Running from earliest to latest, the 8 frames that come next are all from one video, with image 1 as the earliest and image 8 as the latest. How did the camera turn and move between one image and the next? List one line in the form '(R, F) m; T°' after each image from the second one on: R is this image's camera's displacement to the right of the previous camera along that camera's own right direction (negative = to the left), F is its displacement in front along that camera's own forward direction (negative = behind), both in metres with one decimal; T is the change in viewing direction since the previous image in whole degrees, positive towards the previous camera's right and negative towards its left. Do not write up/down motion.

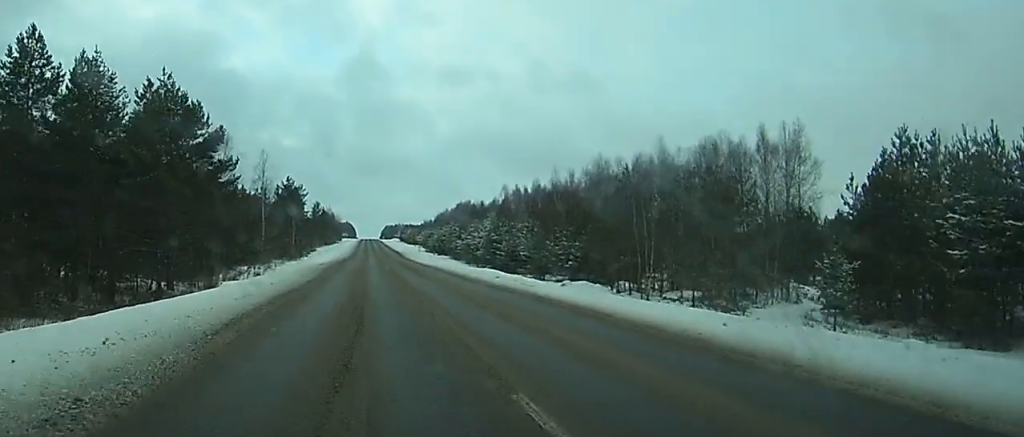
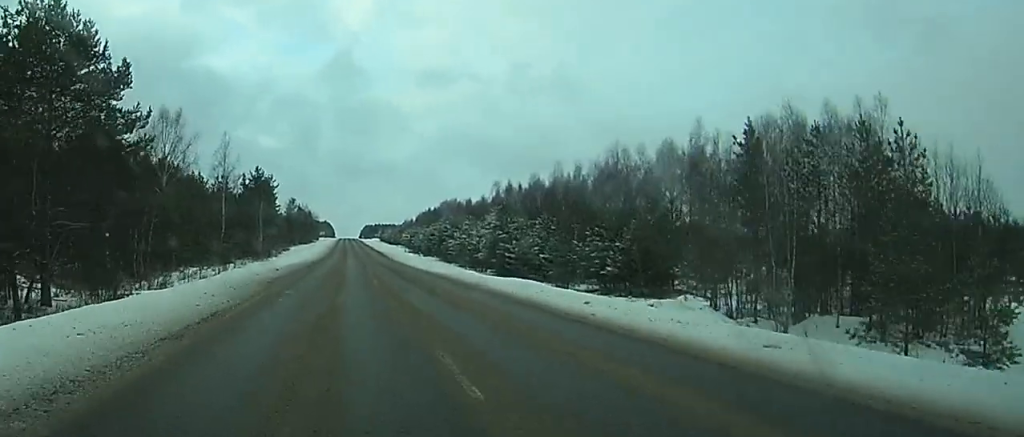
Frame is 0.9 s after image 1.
(+0.1, +19.7) m; 0°
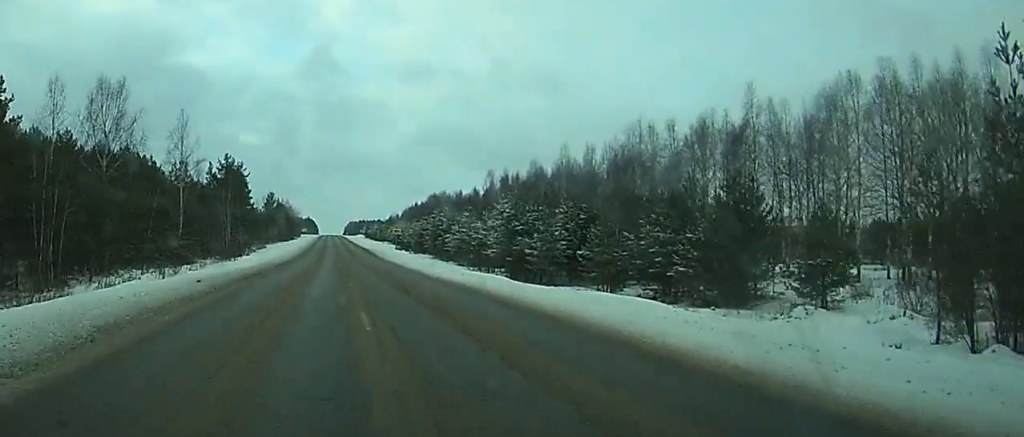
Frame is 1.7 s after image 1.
(-0.2, +17.2) m; +2°
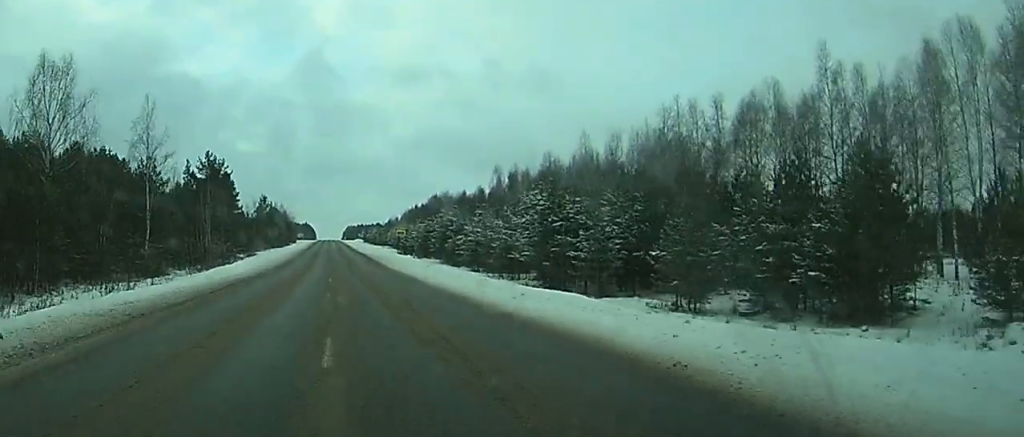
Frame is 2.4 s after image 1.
(+0.6, +12.2) m; +1°
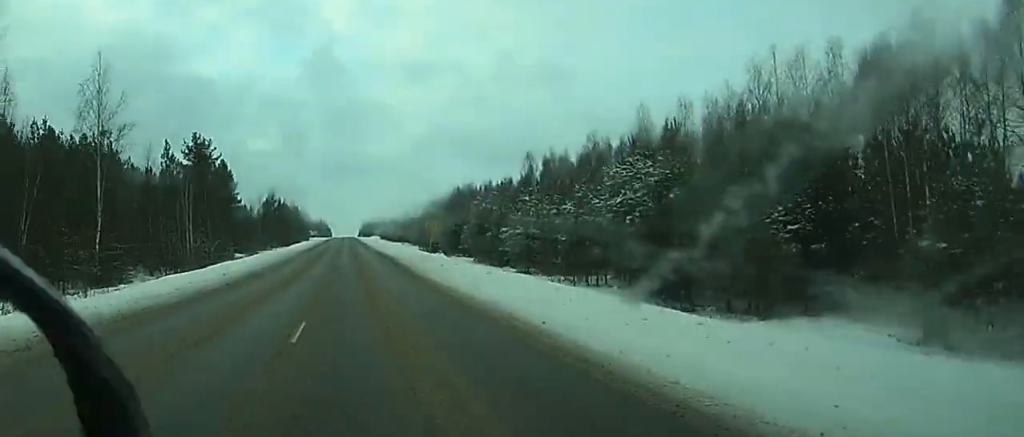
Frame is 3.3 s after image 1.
(+0.3, +20.8) m; 0°
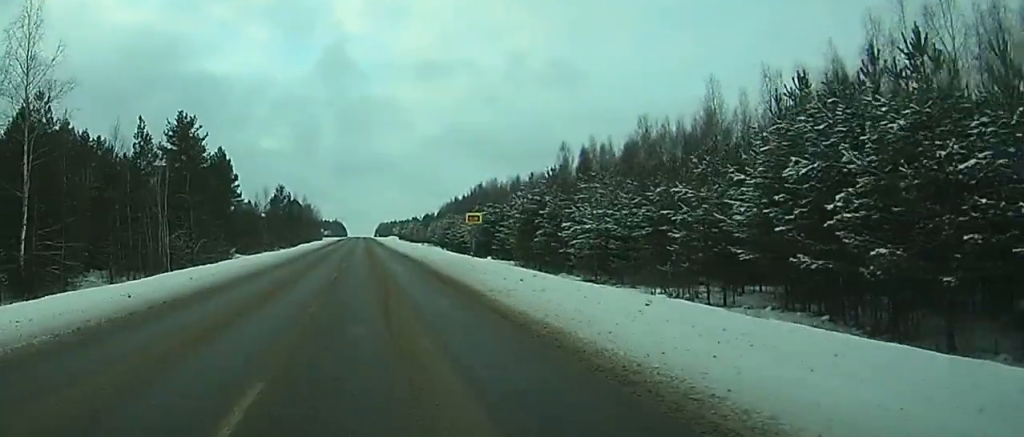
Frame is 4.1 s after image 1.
(-0.2, +20.7) m; -1°
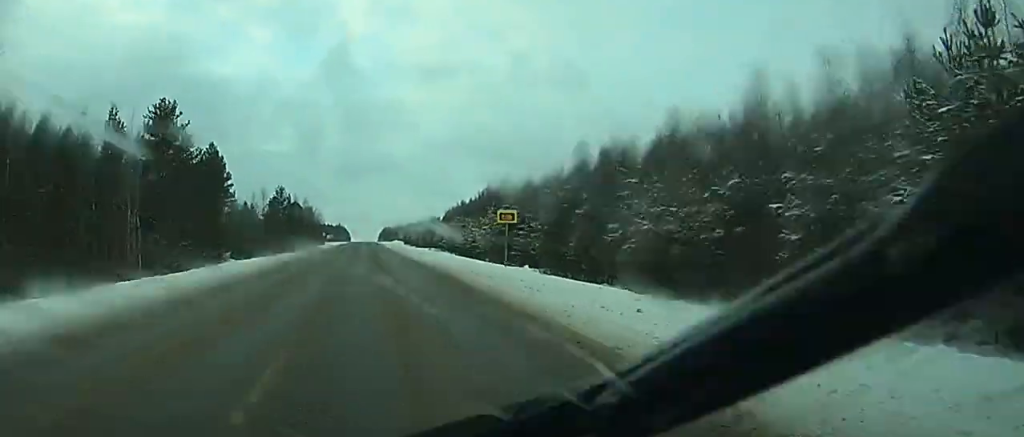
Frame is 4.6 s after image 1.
(0.0, +12.1) m; 0°
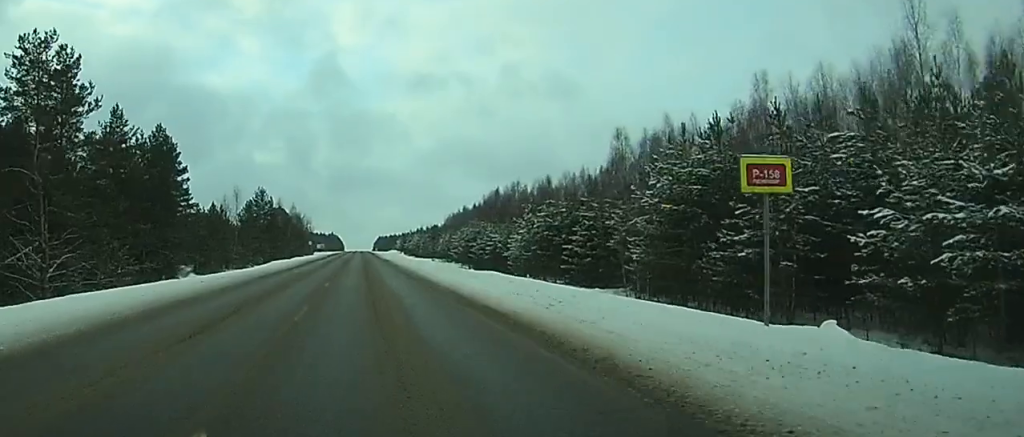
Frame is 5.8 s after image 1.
(-0.3, +29.9) m; -1°
